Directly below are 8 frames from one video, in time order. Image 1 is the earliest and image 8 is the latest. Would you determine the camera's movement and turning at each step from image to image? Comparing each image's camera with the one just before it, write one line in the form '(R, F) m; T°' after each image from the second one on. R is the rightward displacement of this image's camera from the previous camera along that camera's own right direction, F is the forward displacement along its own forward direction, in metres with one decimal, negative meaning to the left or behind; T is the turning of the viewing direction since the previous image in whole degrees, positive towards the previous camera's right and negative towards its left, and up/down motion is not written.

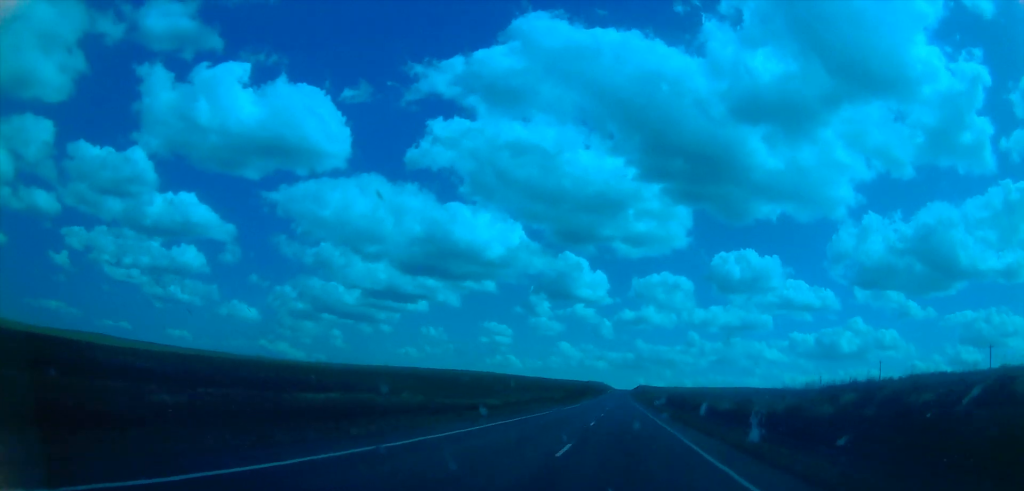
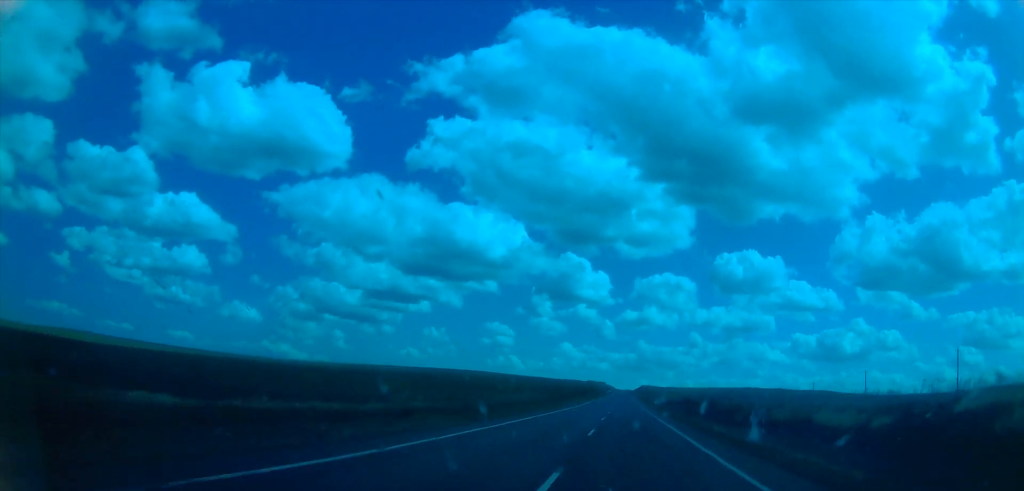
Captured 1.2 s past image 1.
(-0.1, +41.1) m; 0°
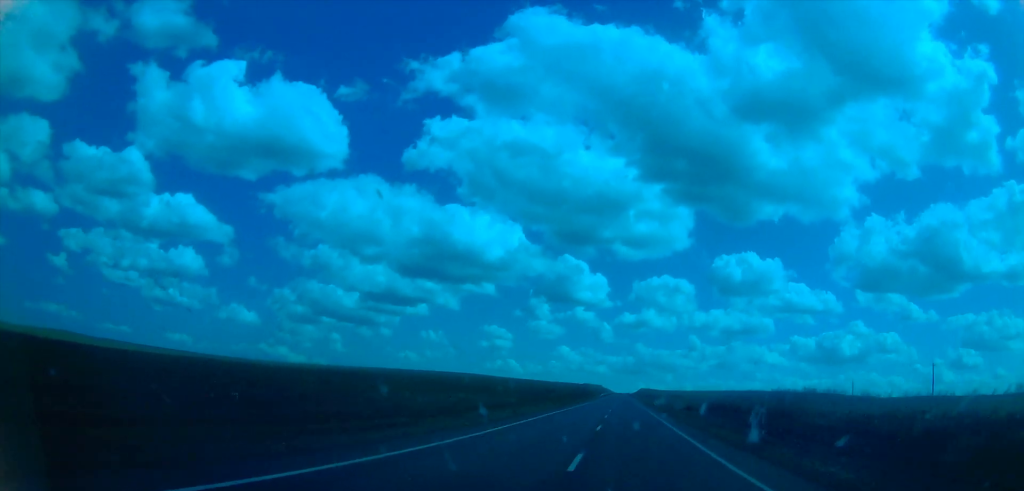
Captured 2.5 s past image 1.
(0.0, +43.9) m; 0°
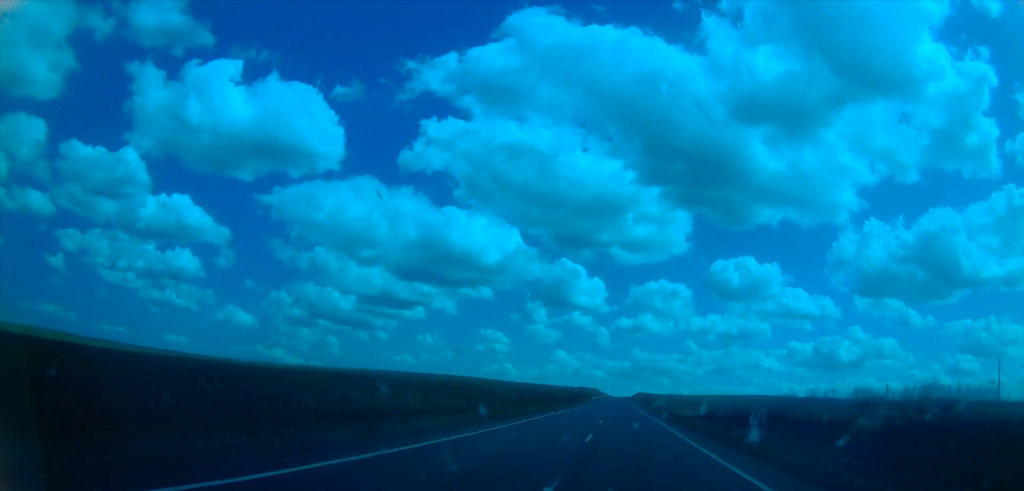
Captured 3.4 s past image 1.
(0.0, +29.3) m; 0°
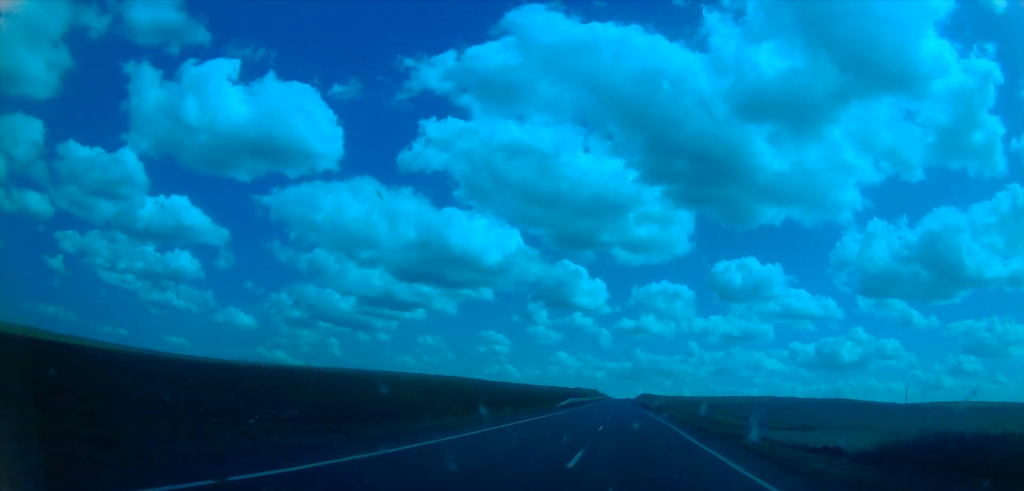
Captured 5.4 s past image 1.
(0.0, +66.6) m; 0°
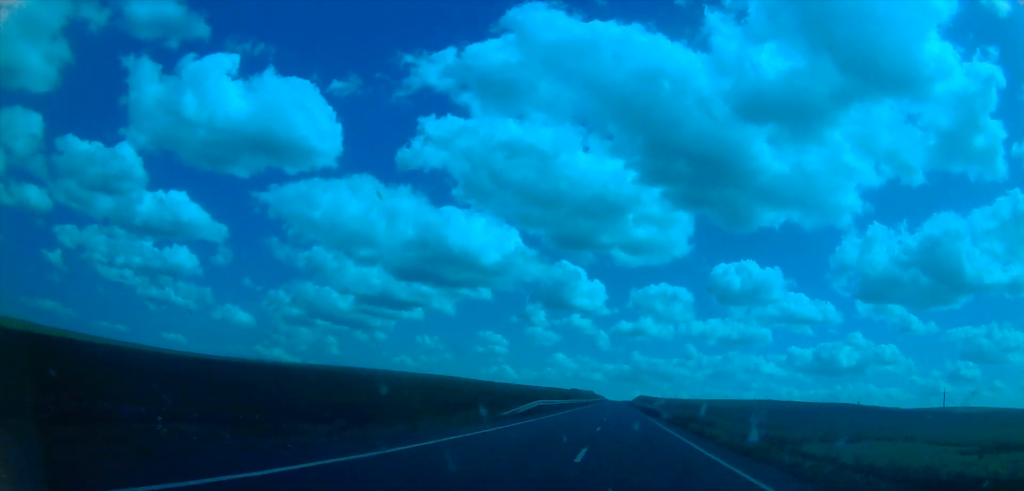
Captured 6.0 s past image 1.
(0.0, +22.6) m; 0°
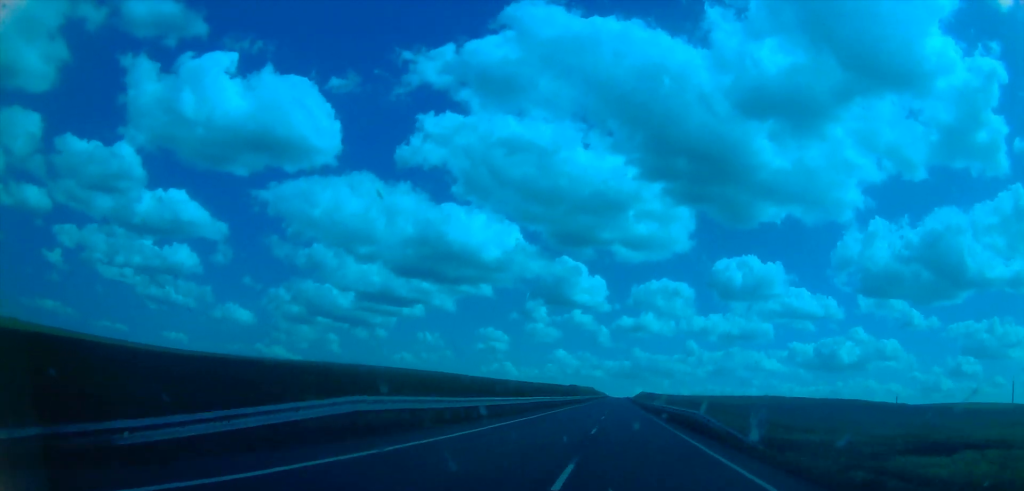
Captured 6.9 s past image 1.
(0.0, +28.2) m; 0°
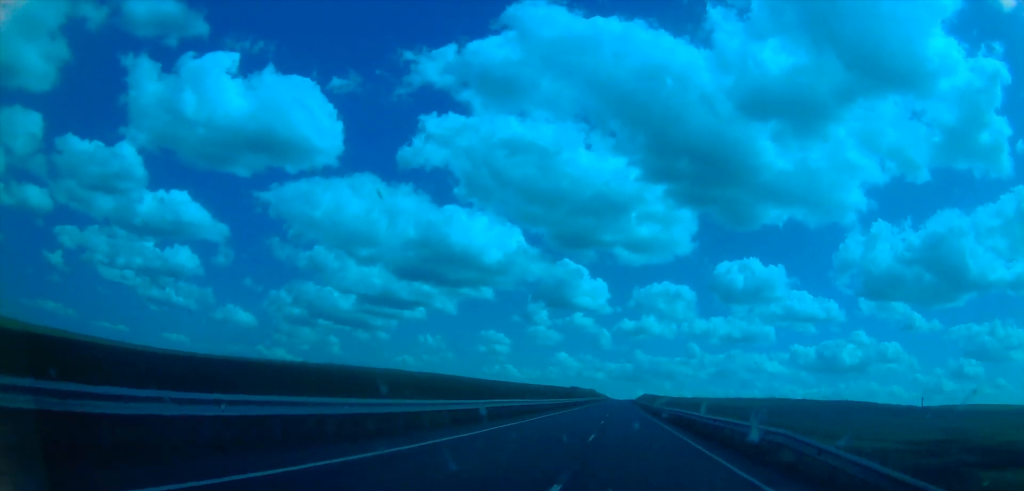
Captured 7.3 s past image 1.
(0.0, +14.6) m; 0°
